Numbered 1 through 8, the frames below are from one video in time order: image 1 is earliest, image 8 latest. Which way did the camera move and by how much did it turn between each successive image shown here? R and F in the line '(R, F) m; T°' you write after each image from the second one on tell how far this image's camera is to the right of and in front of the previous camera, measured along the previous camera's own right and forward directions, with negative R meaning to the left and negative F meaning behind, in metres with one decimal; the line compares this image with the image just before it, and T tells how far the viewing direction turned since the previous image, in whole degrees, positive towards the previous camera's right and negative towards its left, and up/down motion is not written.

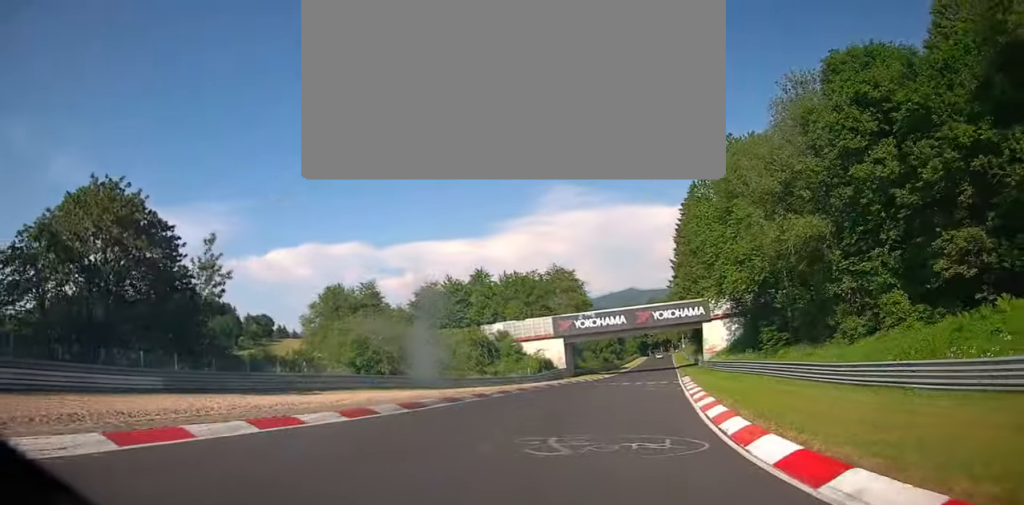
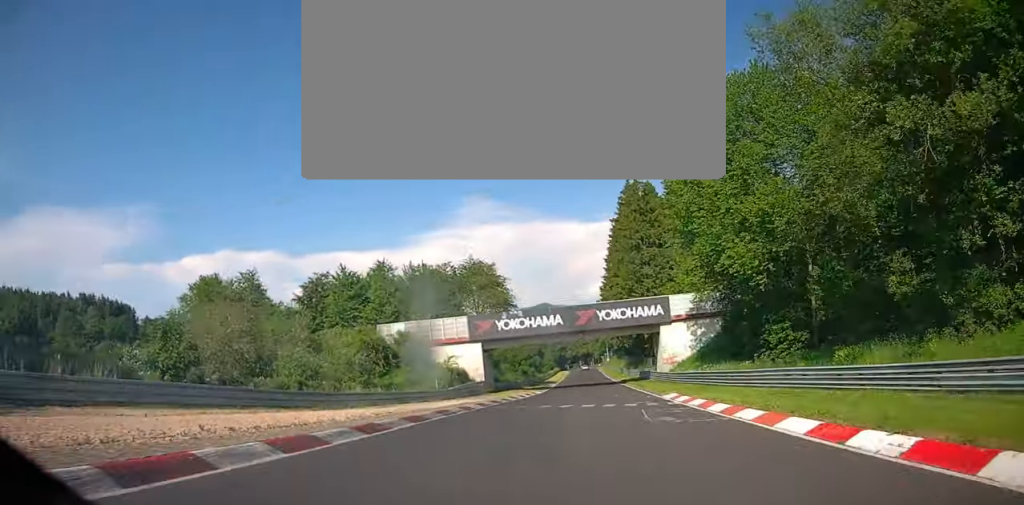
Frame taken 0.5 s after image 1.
(+0.5, +16.9) m; +7°
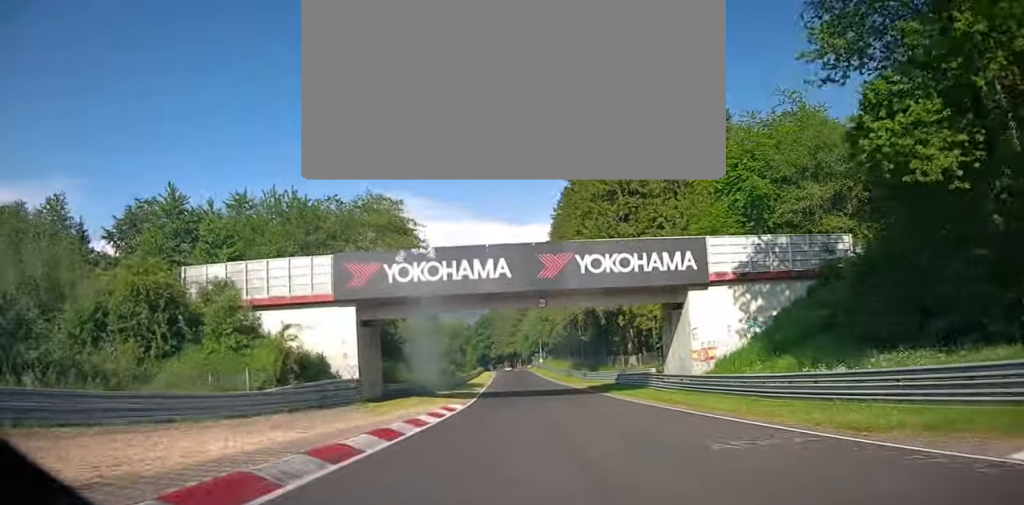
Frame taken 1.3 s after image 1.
(+2.5, +27.8) m; +5°
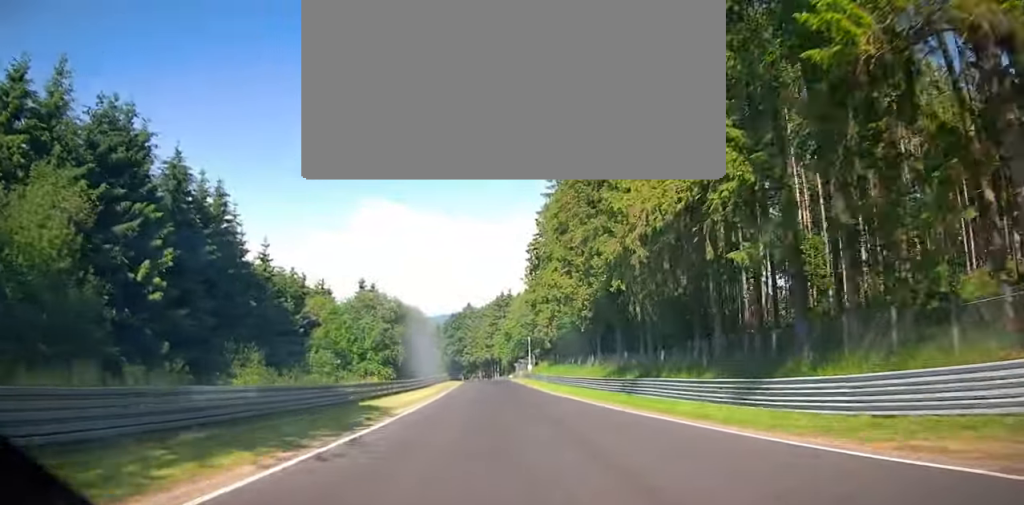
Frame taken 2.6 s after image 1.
(+1.0, +50.8) m; 0°
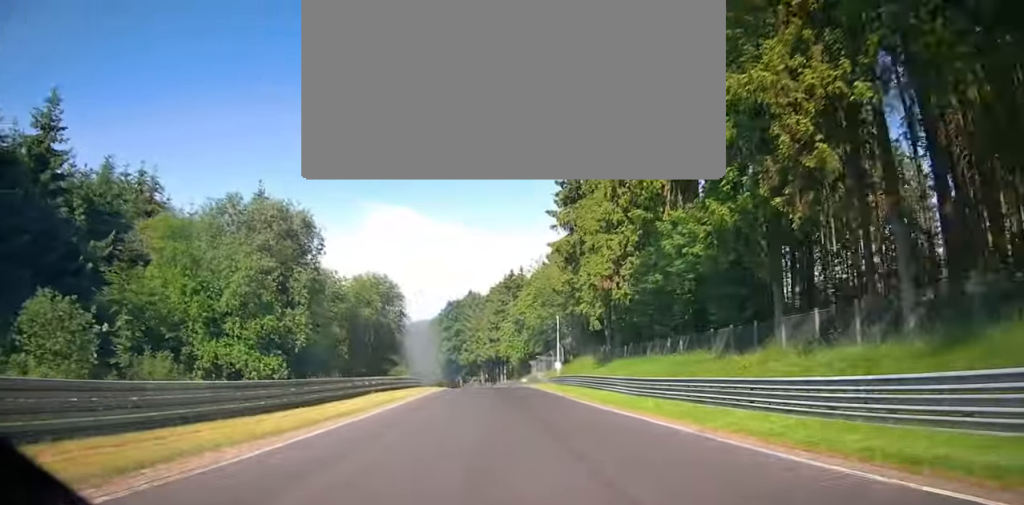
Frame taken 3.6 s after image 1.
(-0.6, +41.8) m; -4°
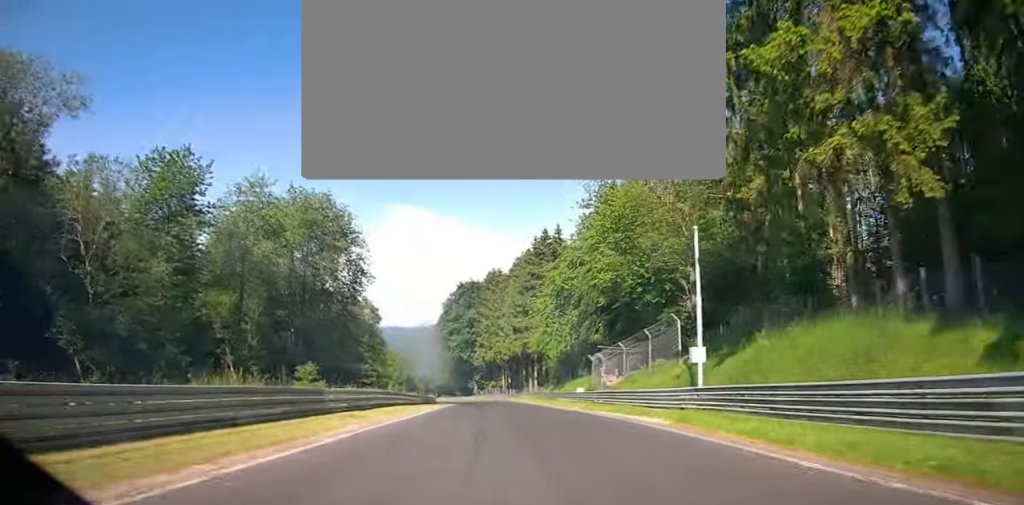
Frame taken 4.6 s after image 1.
(-2.0, +42.4) m; -2°
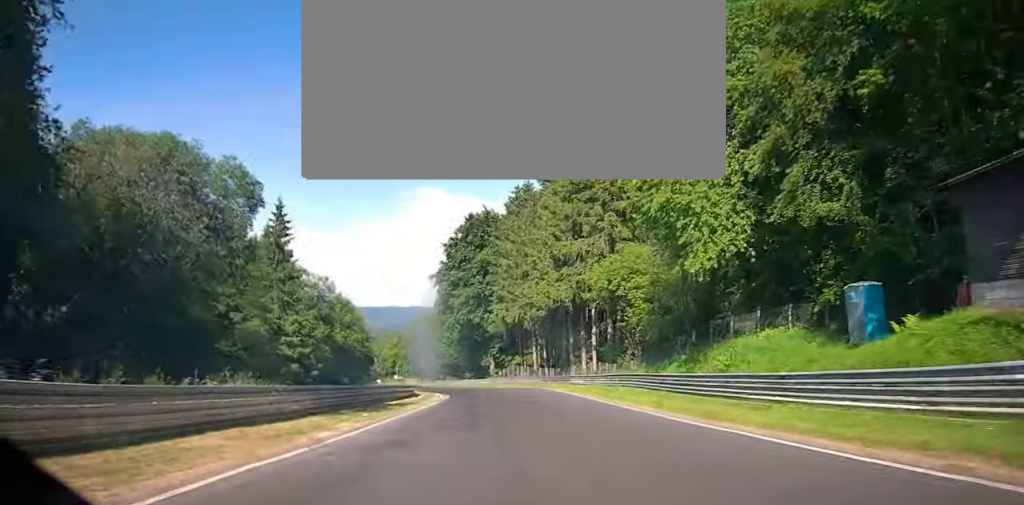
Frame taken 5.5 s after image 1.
(+0.2, +43.7) m; -2°
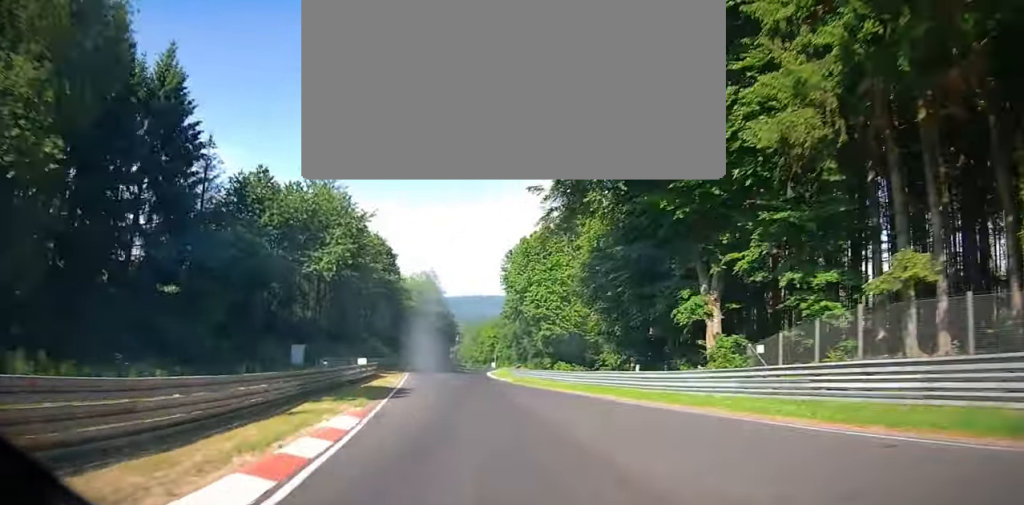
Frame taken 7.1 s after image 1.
(-4.1, +66.7) m; -6°
